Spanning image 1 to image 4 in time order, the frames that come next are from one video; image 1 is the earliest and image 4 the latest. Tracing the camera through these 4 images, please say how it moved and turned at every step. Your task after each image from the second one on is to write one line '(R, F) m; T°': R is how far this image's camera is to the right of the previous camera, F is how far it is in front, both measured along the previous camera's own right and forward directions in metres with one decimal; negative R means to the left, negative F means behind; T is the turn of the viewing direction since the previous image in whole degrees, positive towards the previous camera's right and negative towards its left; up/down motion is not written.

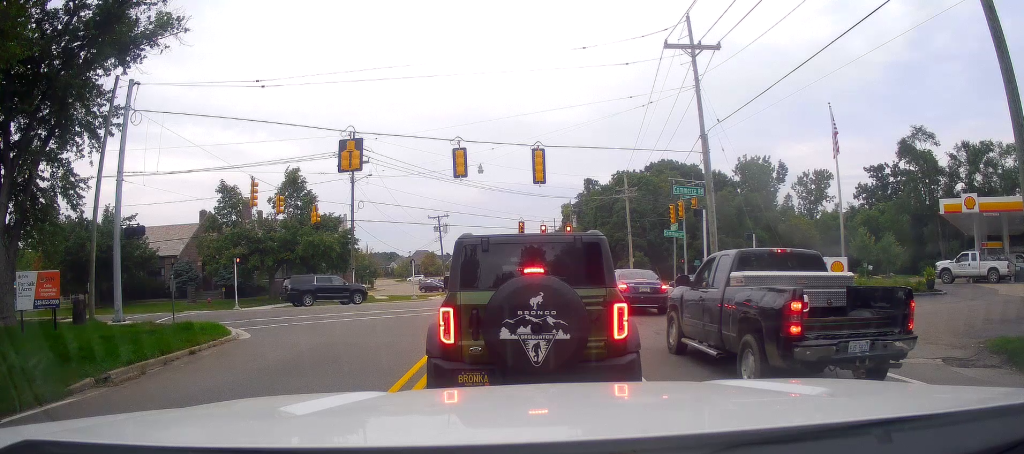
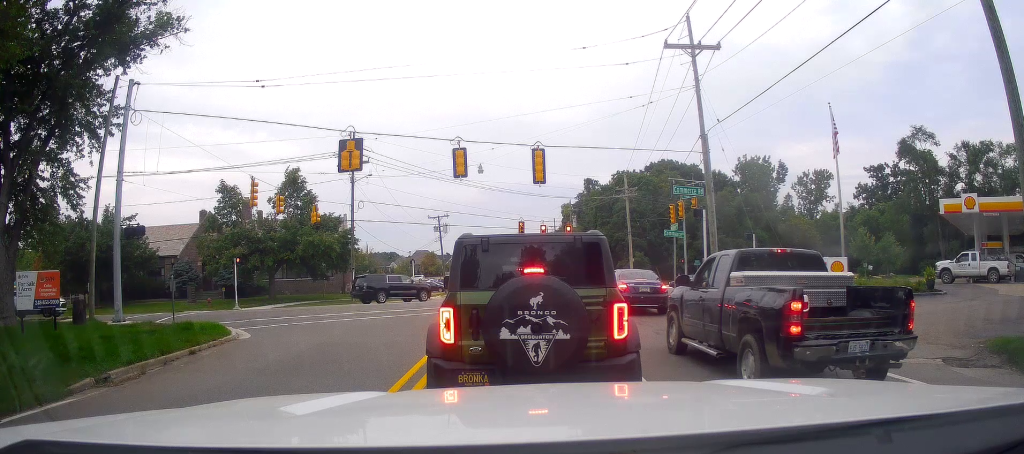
(0.0, 0.0) m; 0°
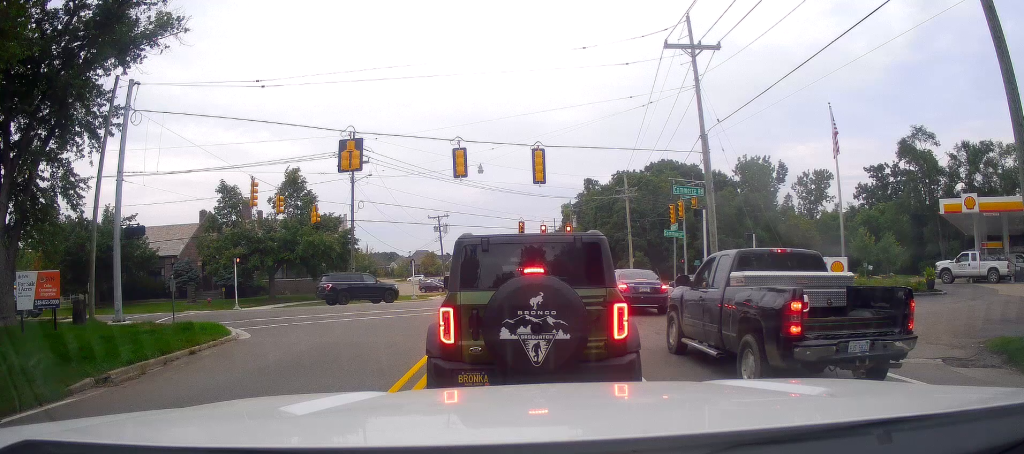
(0.0, 0.0) m; 0°
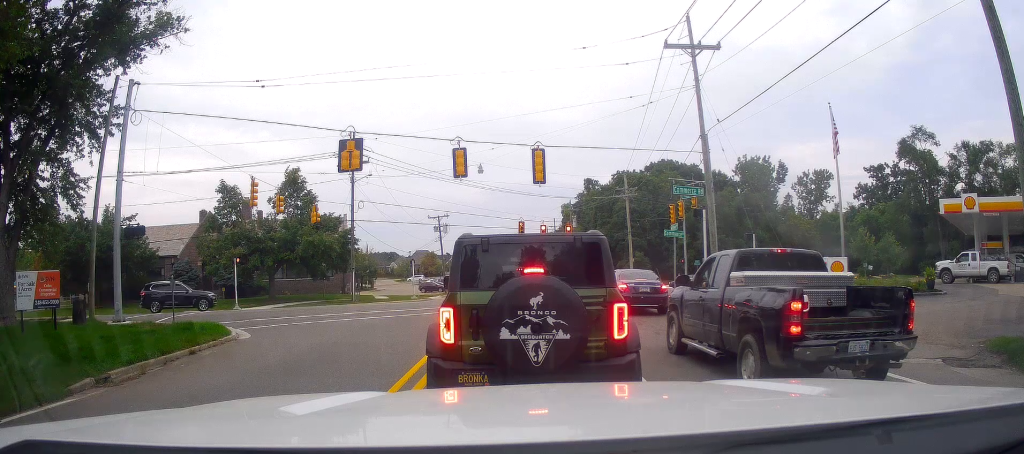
(0.0, 0.0) m; 0°
